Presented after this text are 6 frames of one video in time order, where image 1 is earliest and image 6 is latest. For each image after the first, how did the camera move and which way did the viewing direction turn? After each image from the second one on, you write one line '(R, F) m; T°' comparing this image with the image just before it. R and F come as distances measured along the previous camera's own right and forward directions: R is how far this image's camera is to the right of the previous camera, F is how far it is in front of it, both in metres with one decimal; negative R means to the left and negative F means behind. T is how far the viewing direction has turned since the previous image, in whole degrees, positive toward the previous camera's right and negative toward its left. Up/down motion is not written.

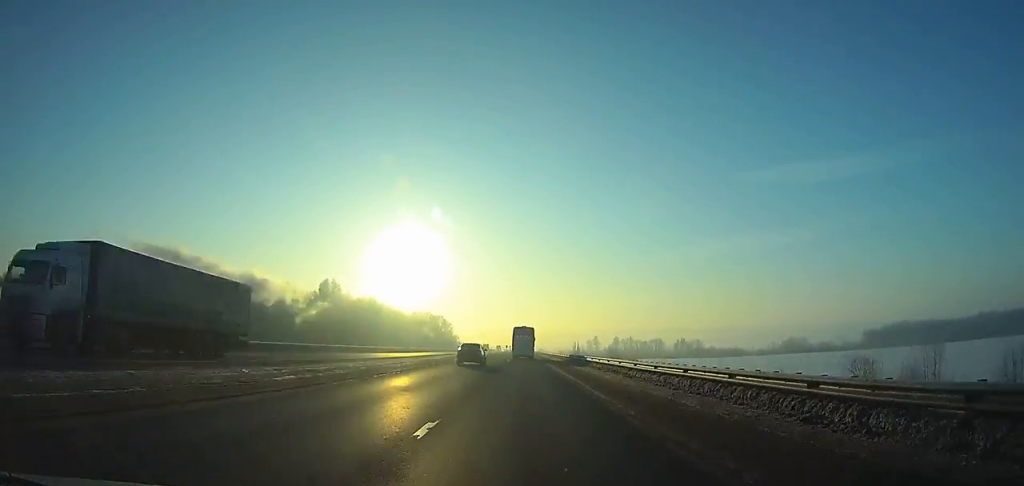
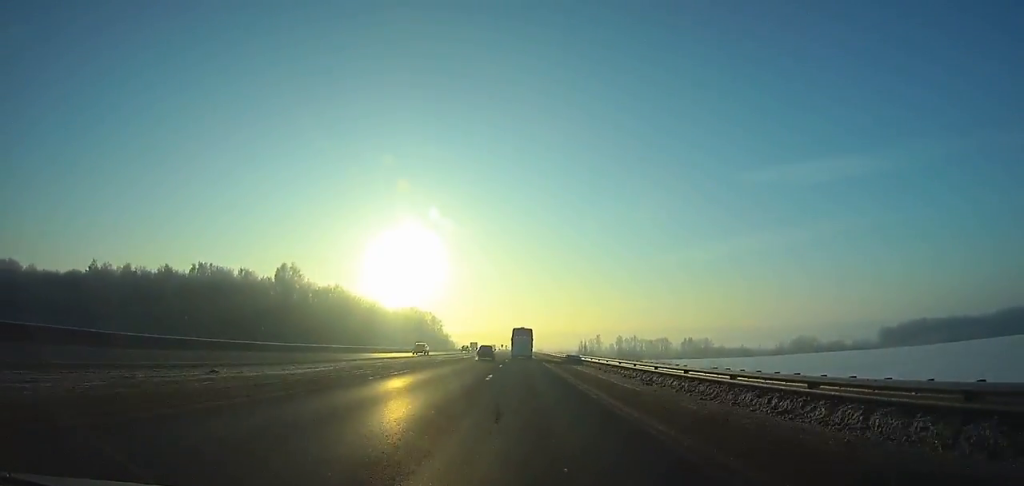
(0.0, +33.0) m; 0°
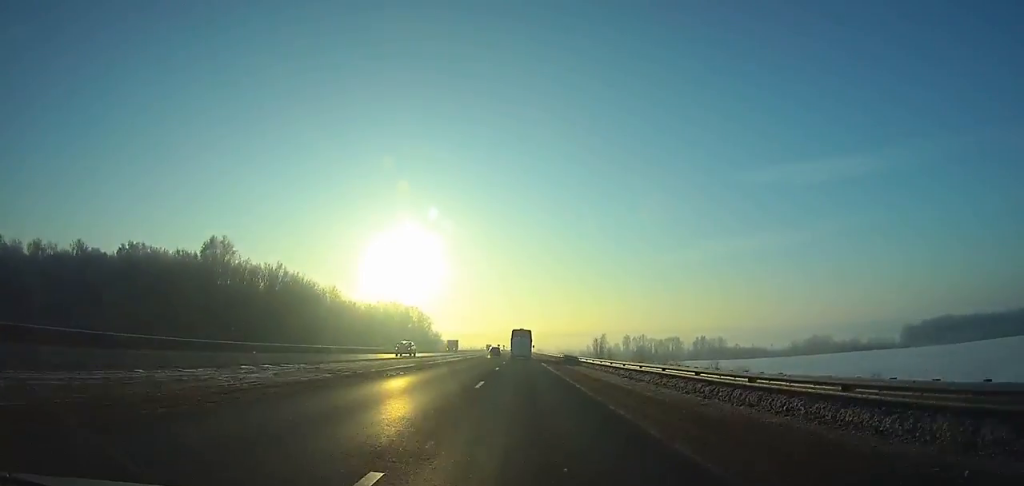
(0.0, +37.4) m; 0°
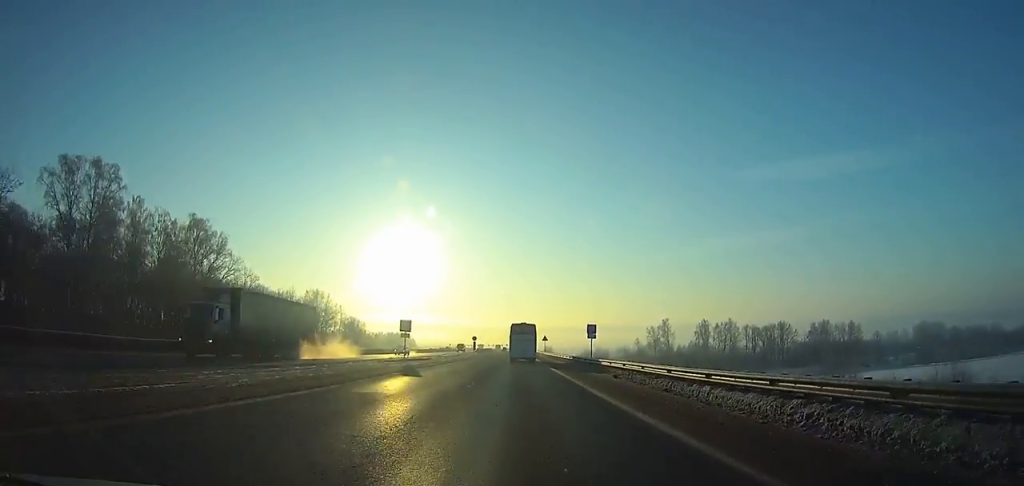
(-0.8, +194.0) m; -1°
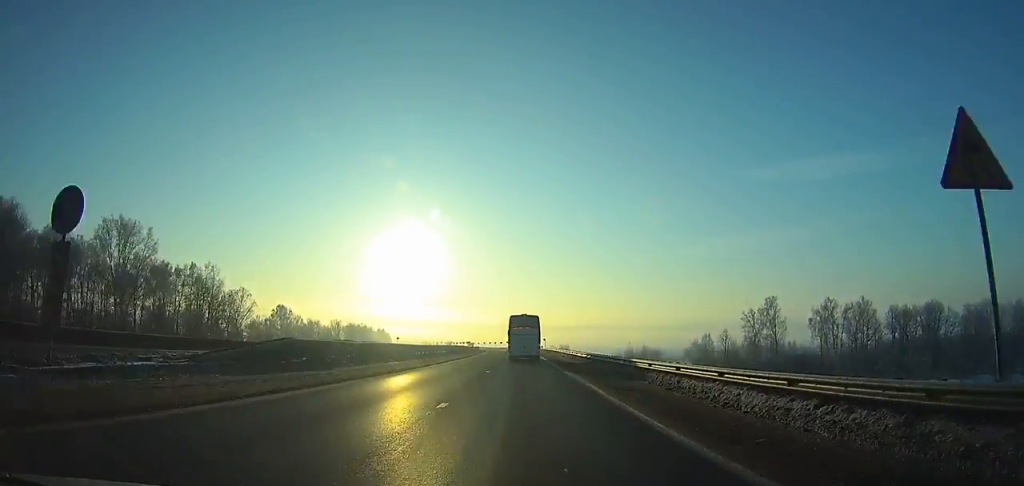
(+0.2, +104.1) m; 0°
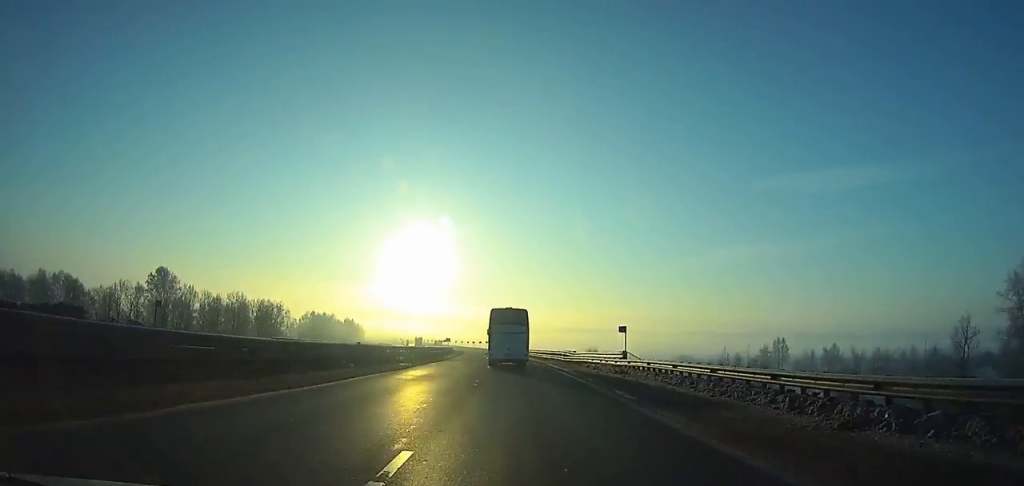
(-1.5, +82.7) m; -3°
